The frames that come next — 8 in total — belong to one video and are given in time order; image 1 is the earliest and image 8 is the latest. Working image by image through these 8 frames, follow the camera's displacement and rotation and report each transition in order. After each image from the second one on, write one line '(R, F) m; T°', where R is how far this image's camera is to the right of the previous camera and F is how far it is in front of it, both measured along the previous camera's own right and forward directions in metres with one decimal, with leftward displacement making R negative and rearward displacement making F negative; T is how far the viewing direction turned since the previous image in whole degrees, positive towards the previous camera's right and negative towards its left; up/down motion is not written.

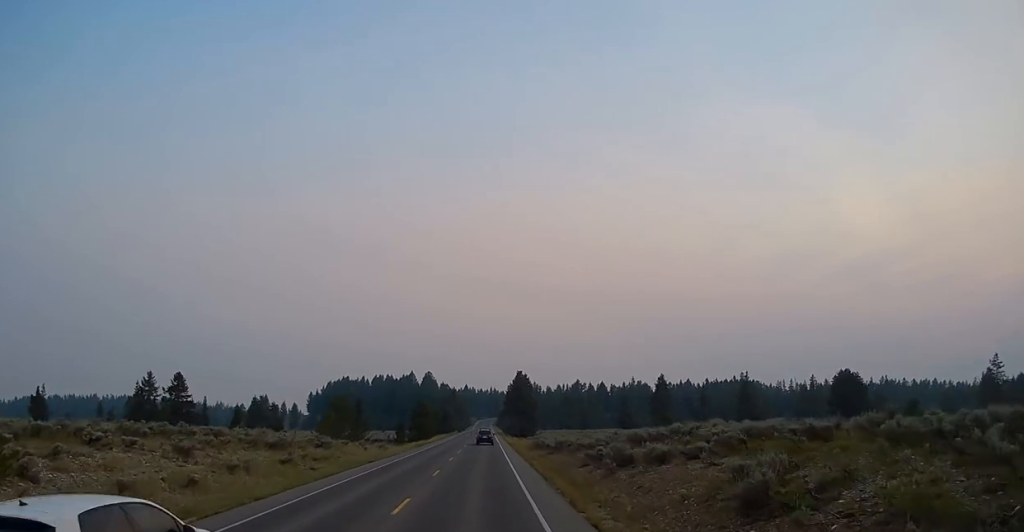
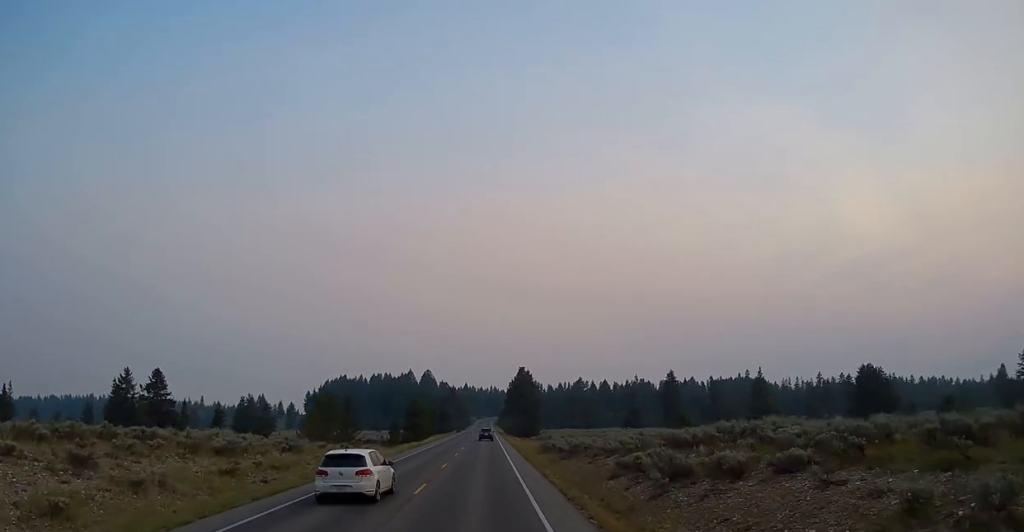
(-0.2, +7.8) m; 0°
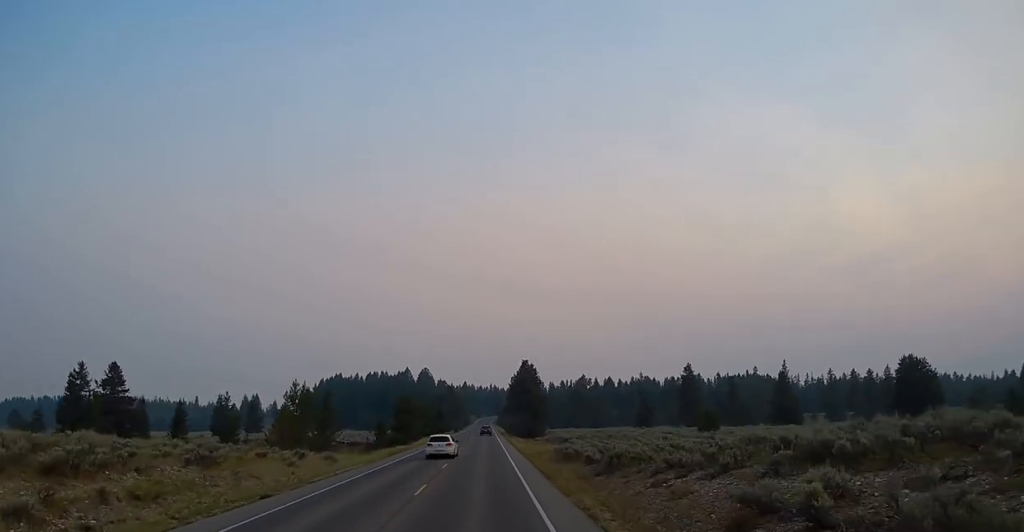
(+0.1, +12.4) m; 0°
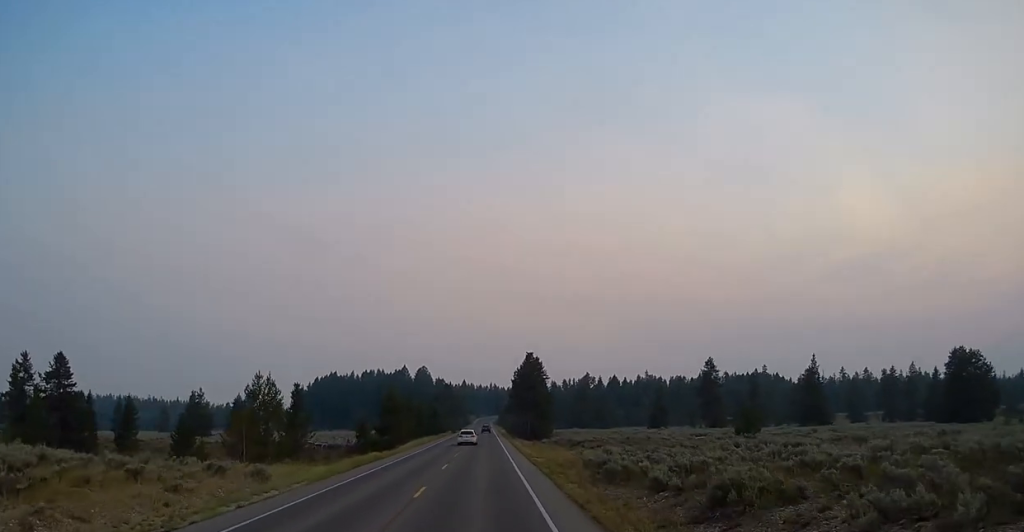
(-0.2, +12.0) m; +1°
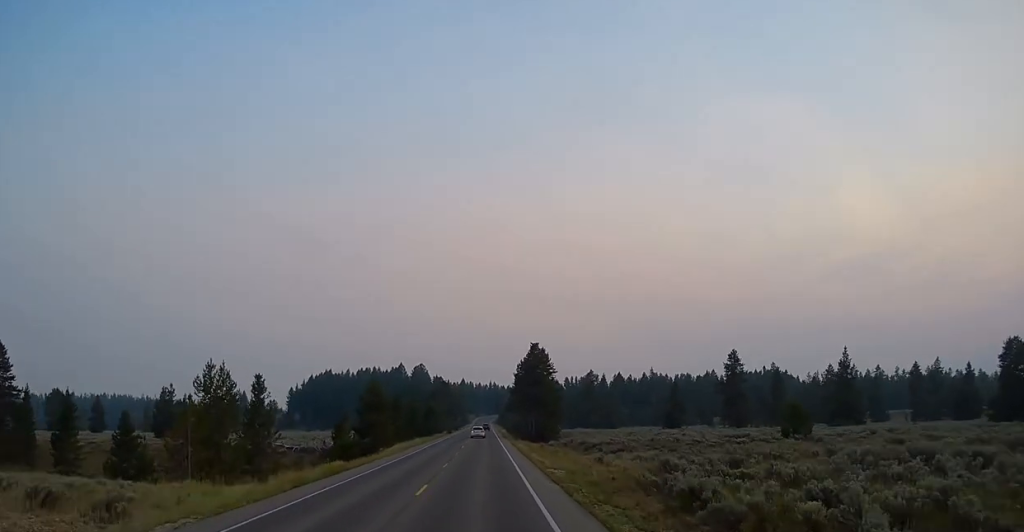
(+0.3, +11.7) m; +1°
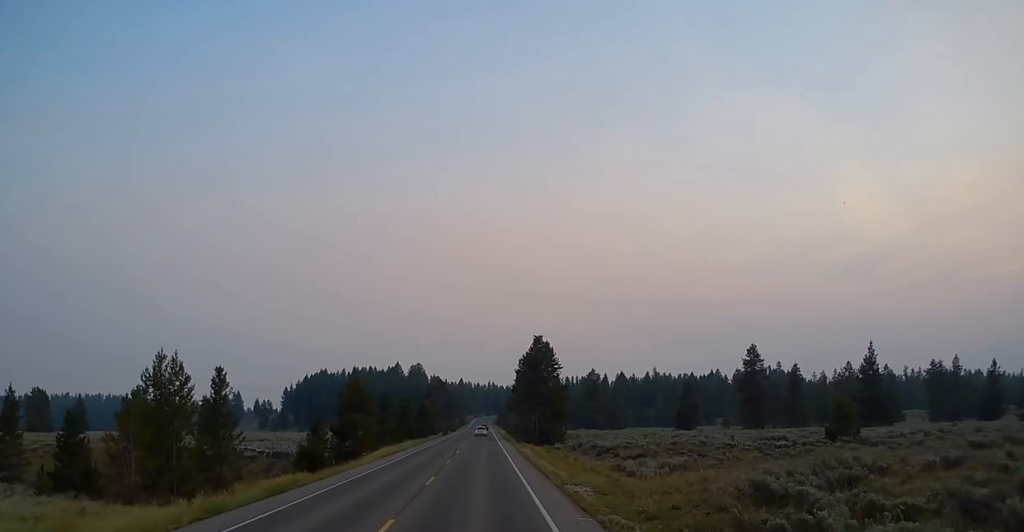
(-0.2, +8.9) m; 0°
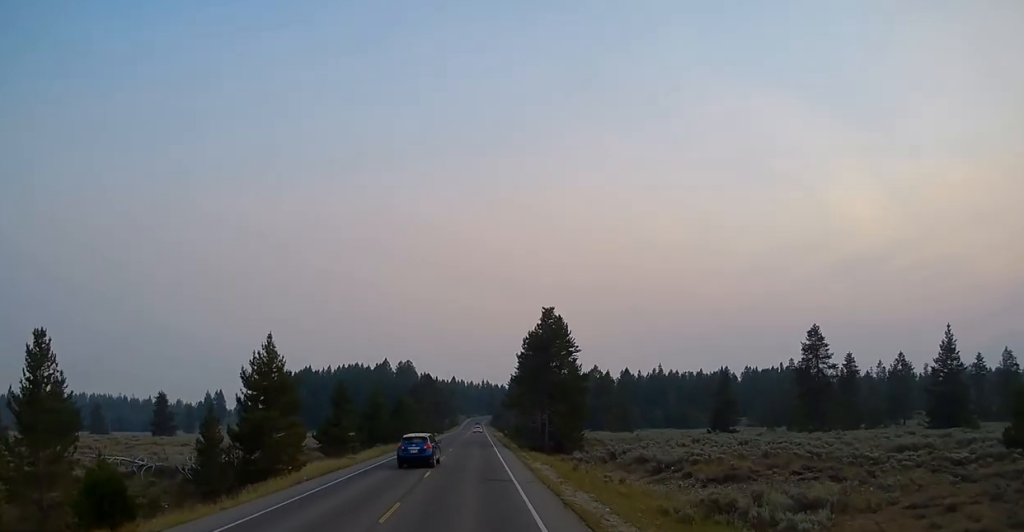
(-0.5, +20.5) m; -2°
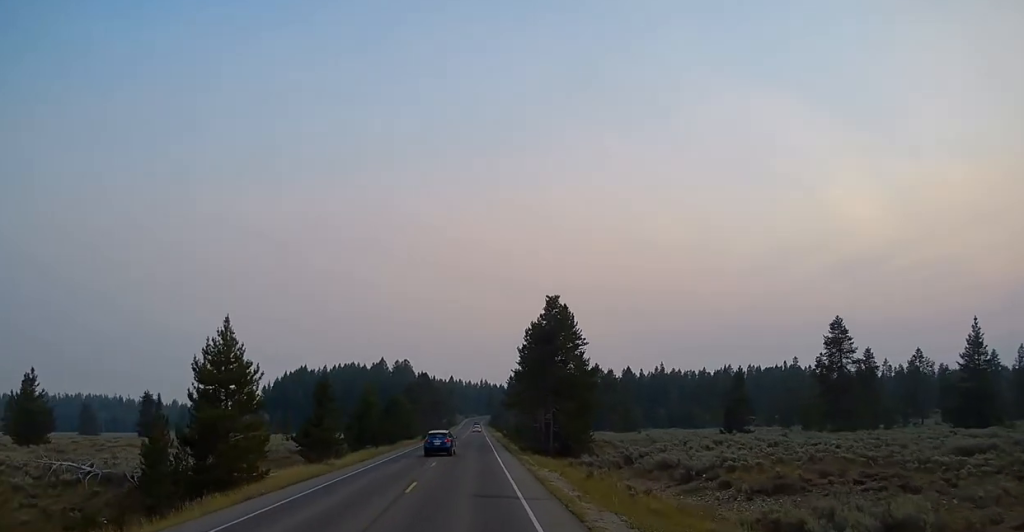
(+0.2, +5.9) m; +1°
